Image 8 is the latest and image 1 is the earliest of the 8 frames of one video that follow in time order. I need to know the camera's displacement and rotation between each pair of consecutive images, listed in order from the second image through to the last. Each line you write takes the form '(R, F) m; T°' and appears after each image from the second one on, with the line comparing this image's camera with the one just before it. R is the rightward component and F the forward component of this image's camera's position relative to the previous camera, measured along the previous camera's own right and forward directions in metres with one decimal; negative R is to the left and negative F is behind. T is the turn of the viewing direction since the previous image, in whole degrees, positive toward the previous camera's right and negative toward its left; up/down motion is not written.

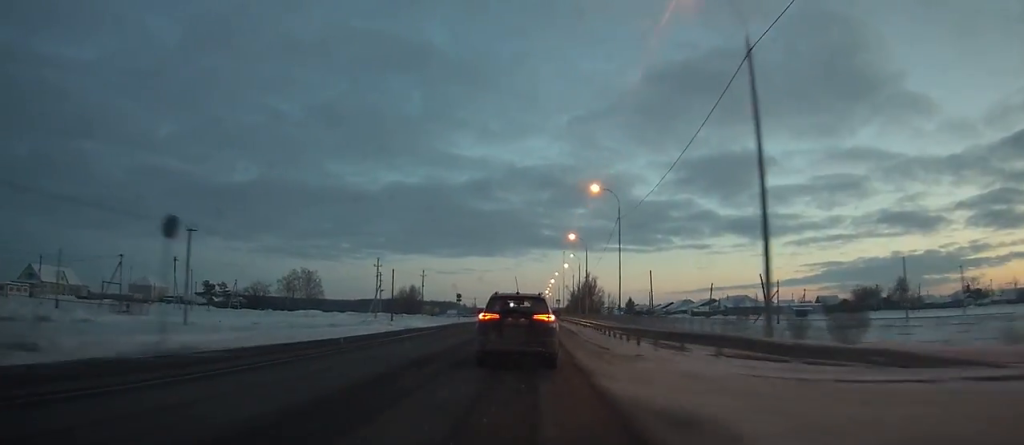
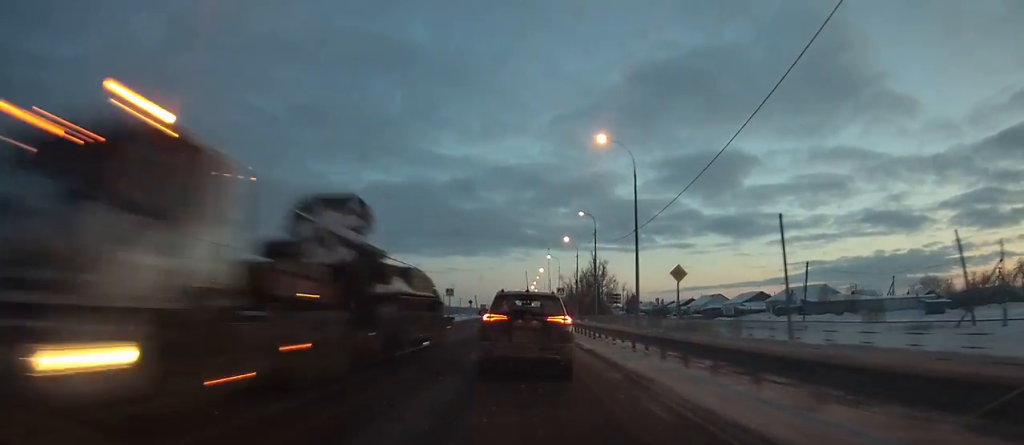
(-0.1, +48.3) m; 0°
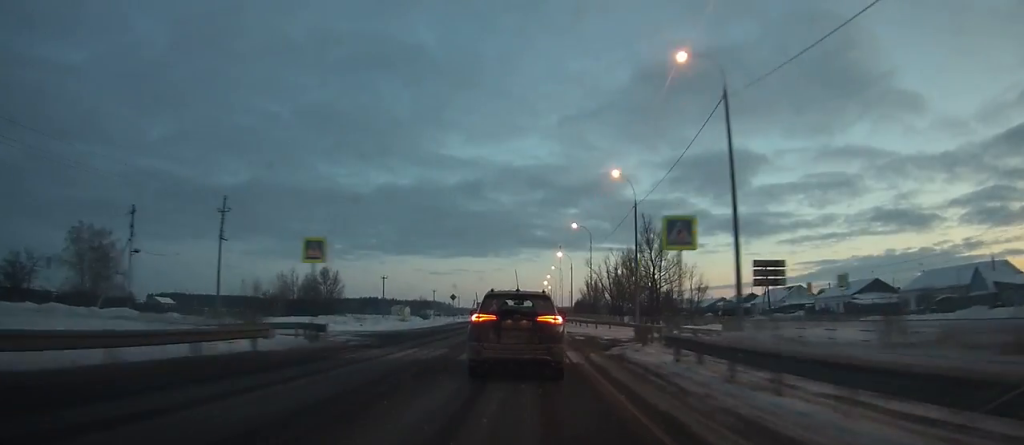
(+0.1, +43.2) m; 0°
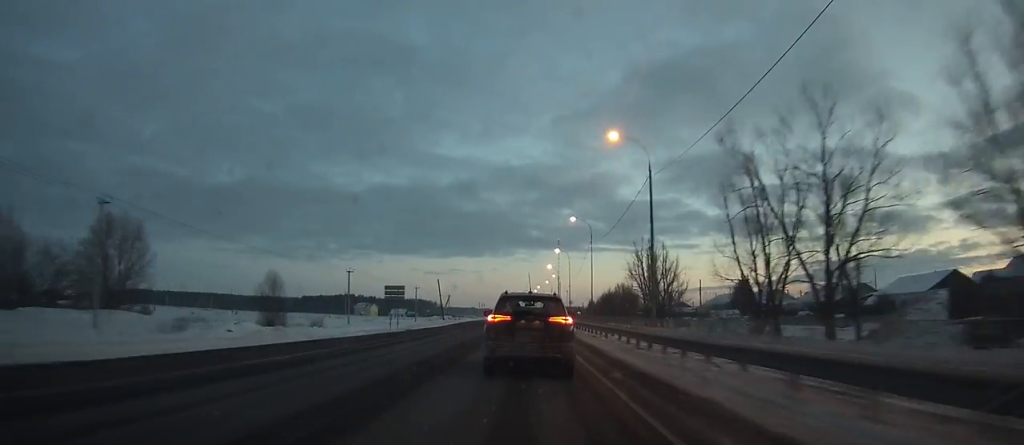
(+0.1, +76.6) m; 0°
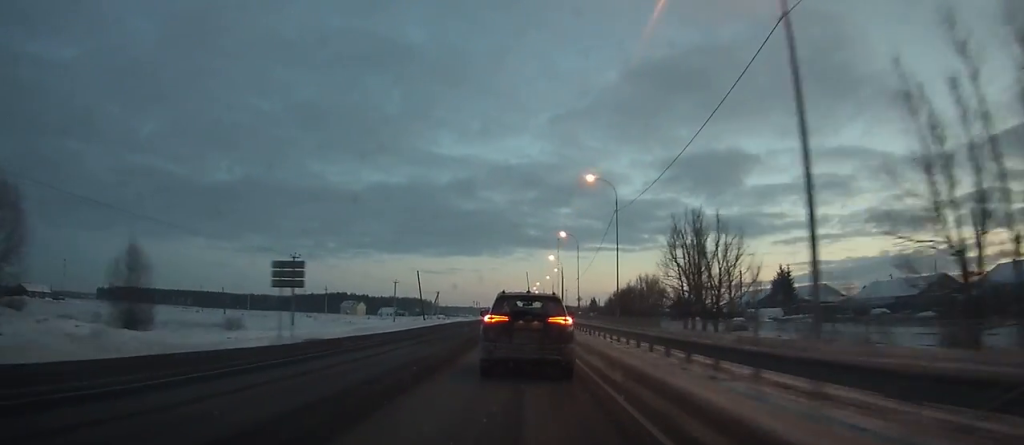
(0.0, +20.7) m; 0°
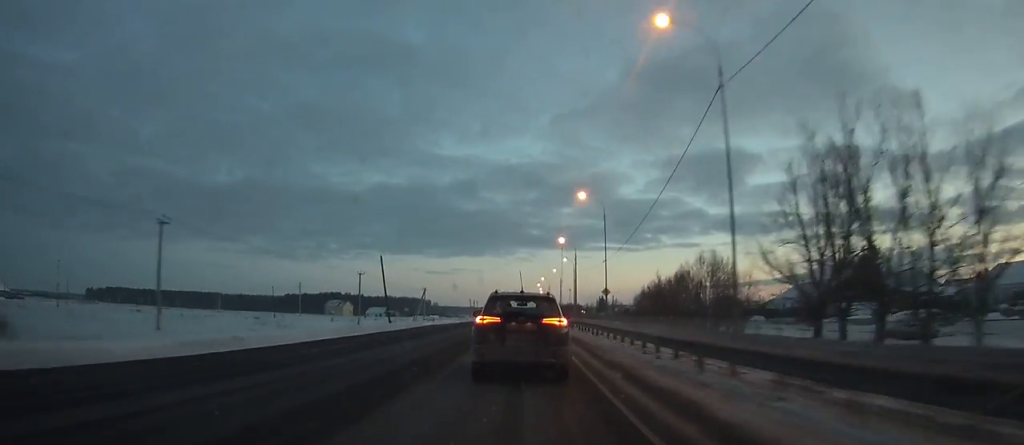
(0.0, +26.8) m; 0°
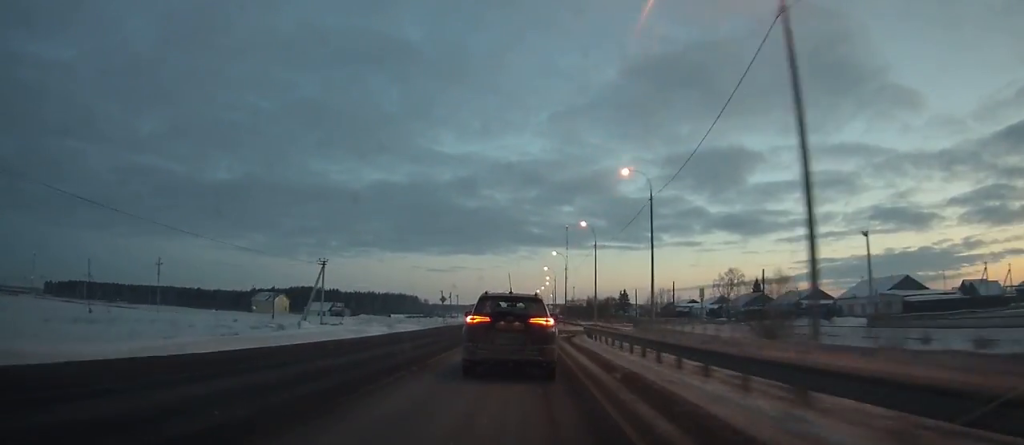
(-0.1, +75.0) m; 0°
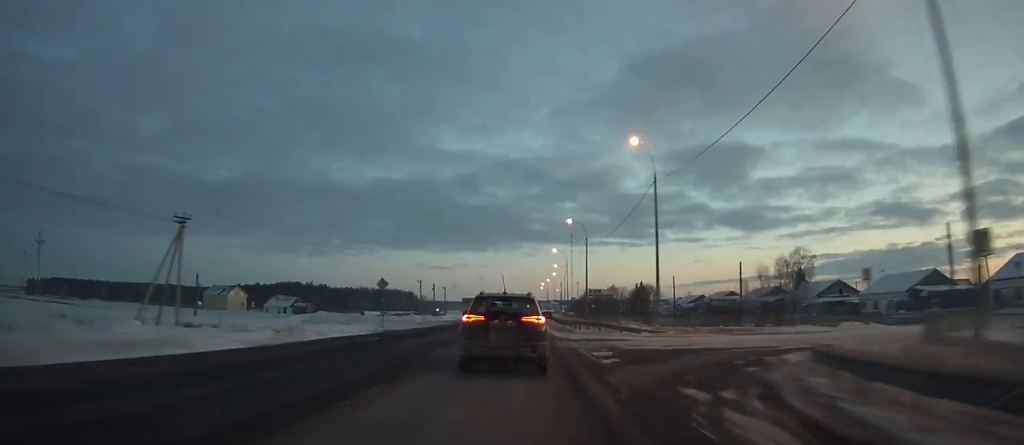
(-0.1, +33.3) m; 0°
